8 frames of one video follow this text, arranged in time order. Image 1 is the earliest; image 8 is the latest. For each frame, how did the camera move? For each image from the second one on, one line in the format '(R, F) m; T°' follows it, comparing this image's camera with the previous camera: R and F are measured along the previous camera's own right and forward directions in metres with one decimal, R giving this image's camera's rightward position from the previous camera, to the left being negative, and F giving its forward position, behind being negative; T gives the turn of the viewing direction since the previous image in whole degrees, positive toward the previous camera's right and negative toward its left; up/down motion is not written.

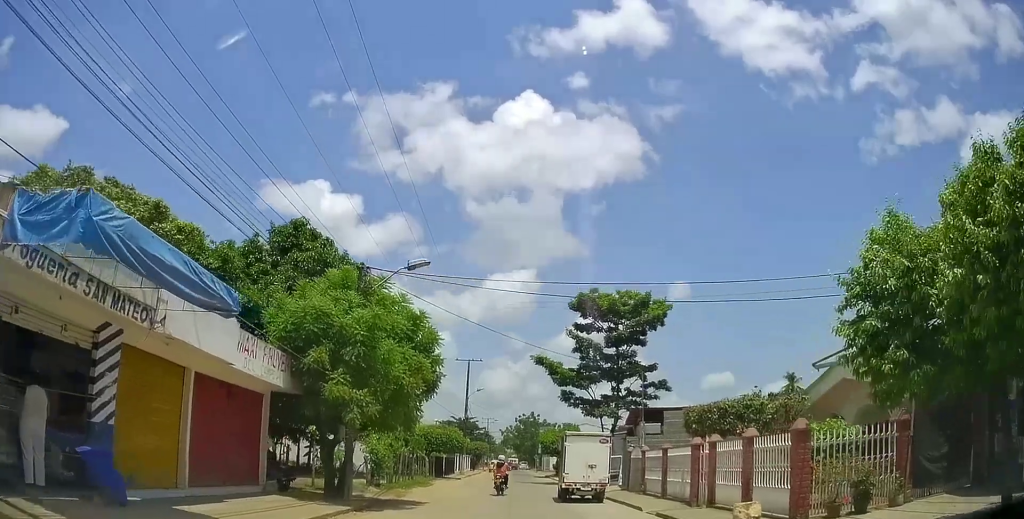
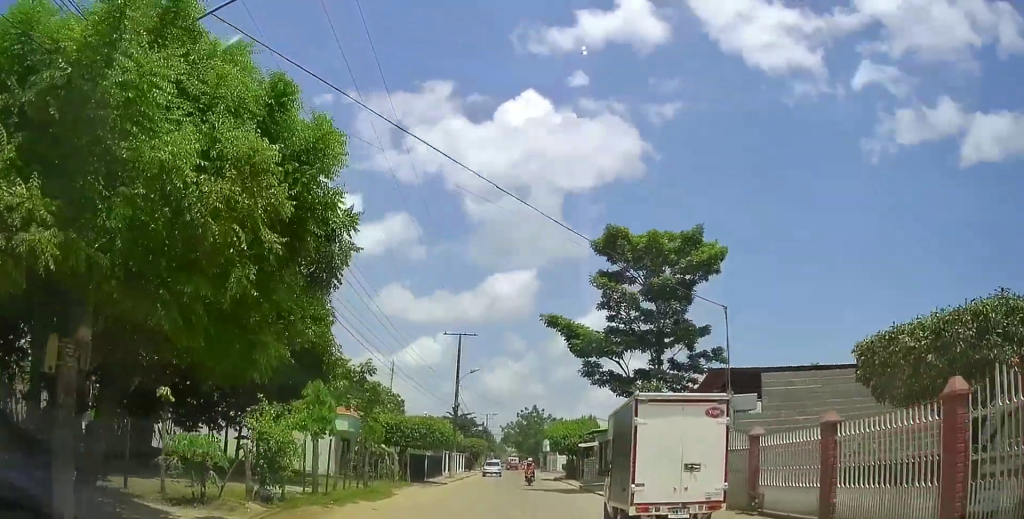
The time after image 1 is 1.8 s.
(-0.1, +9.7) m; -1°
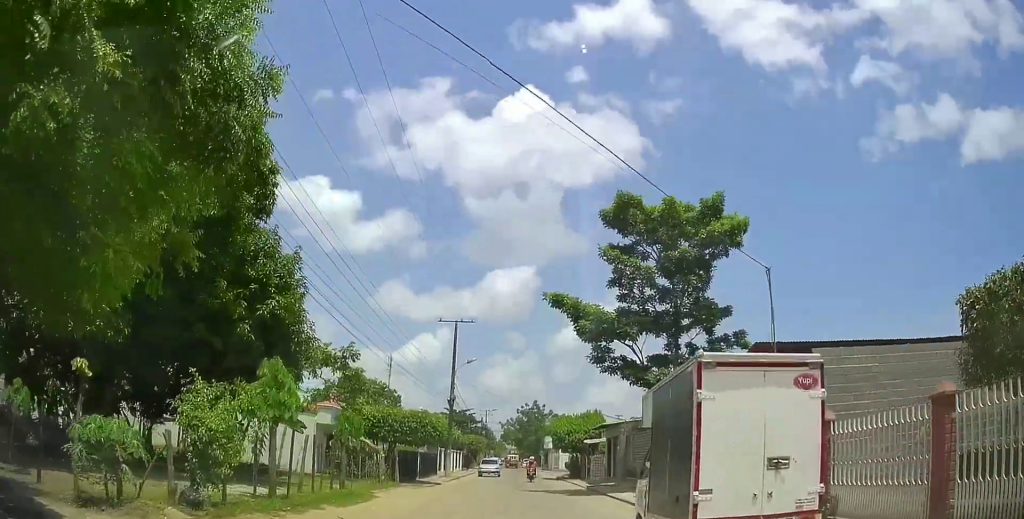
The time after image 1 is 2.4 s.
(+0.2, +2.9) m; +3°
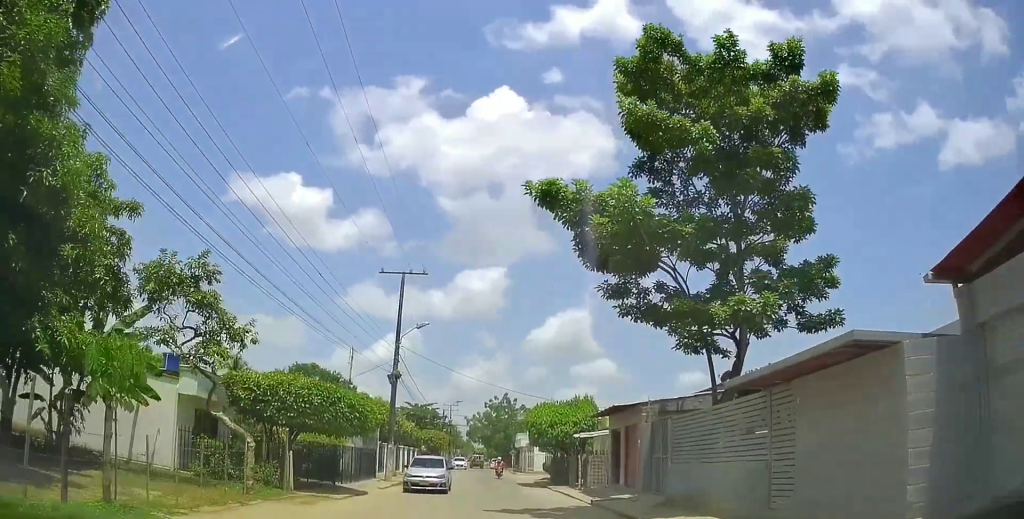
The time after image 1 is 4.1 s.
(+0.5, +9.5) m; +3°
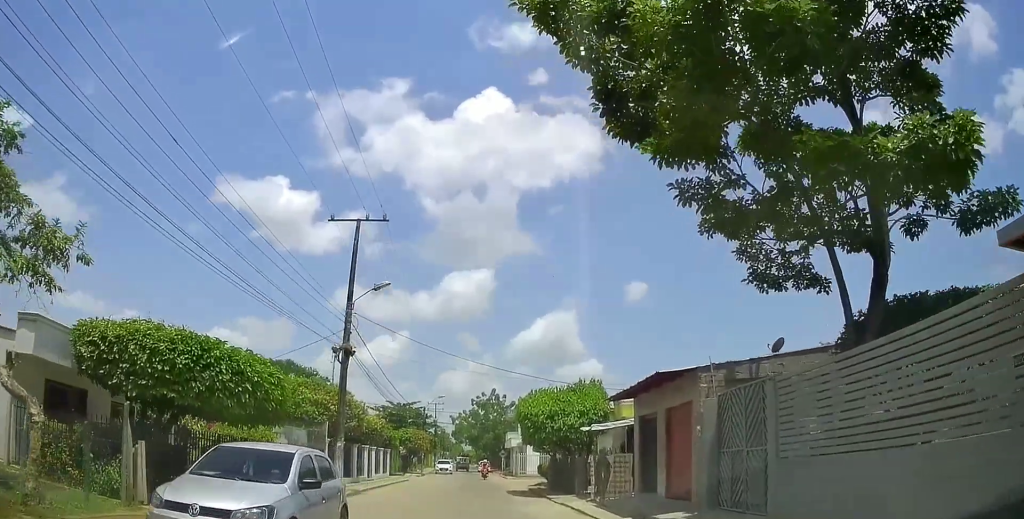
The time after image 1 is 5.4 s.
(-0.1, +6.8) m; -4°
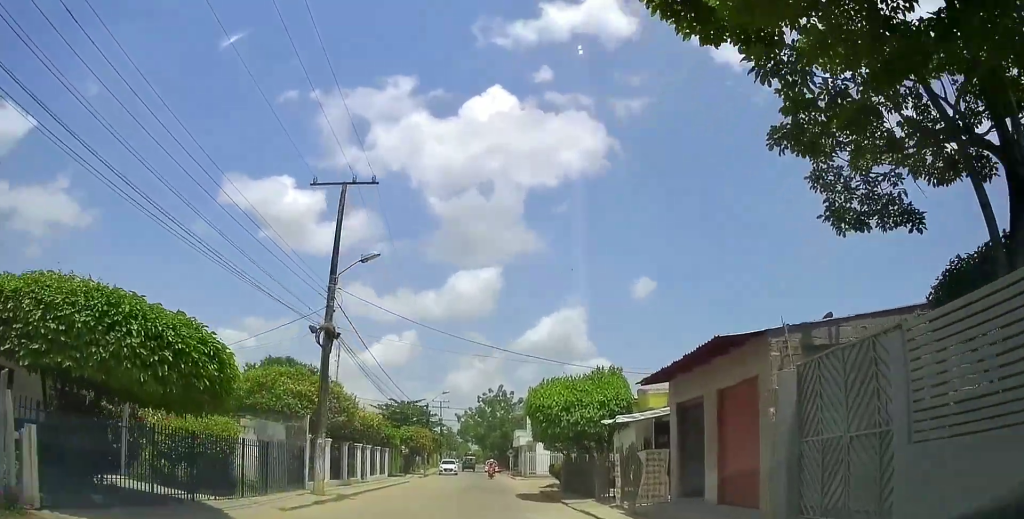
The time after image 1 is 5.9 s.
(0.0, +3.0) m; -2°
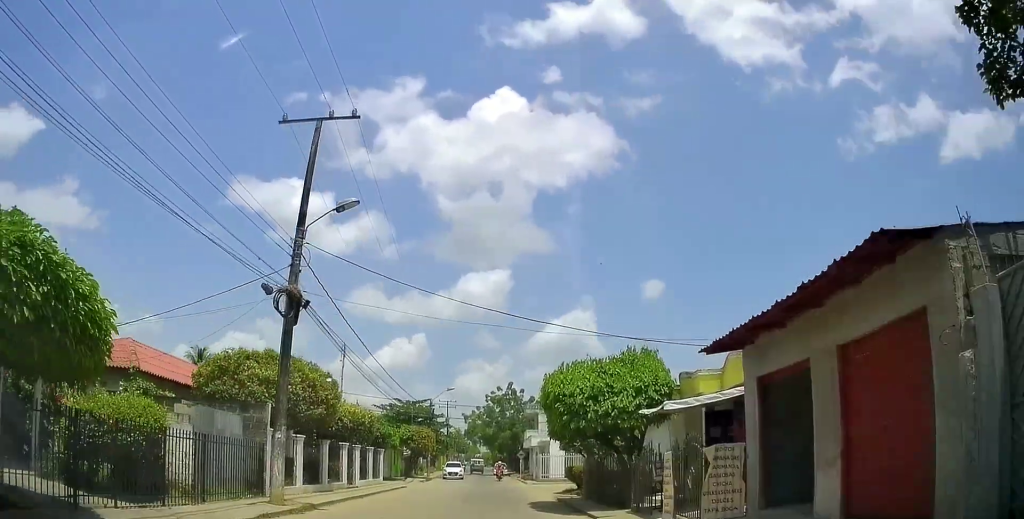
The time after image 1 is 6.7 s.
(-0.4, +4.0) m; +1°
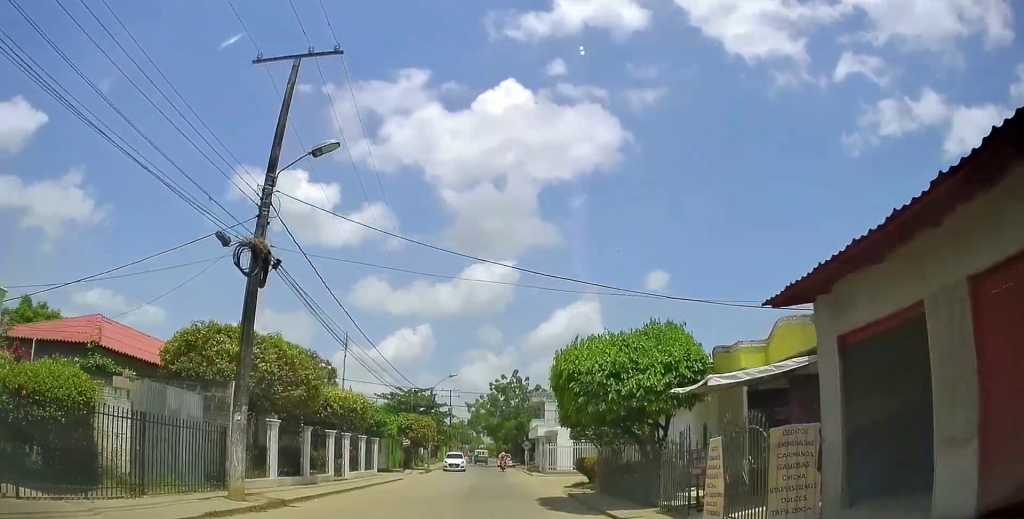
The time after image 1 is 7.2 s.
(+0.2, +2.5) m; +2°
